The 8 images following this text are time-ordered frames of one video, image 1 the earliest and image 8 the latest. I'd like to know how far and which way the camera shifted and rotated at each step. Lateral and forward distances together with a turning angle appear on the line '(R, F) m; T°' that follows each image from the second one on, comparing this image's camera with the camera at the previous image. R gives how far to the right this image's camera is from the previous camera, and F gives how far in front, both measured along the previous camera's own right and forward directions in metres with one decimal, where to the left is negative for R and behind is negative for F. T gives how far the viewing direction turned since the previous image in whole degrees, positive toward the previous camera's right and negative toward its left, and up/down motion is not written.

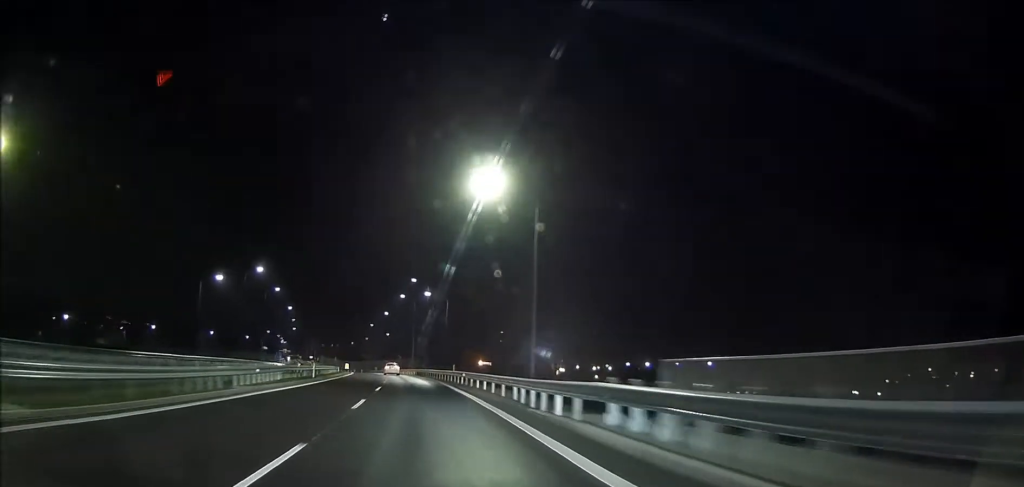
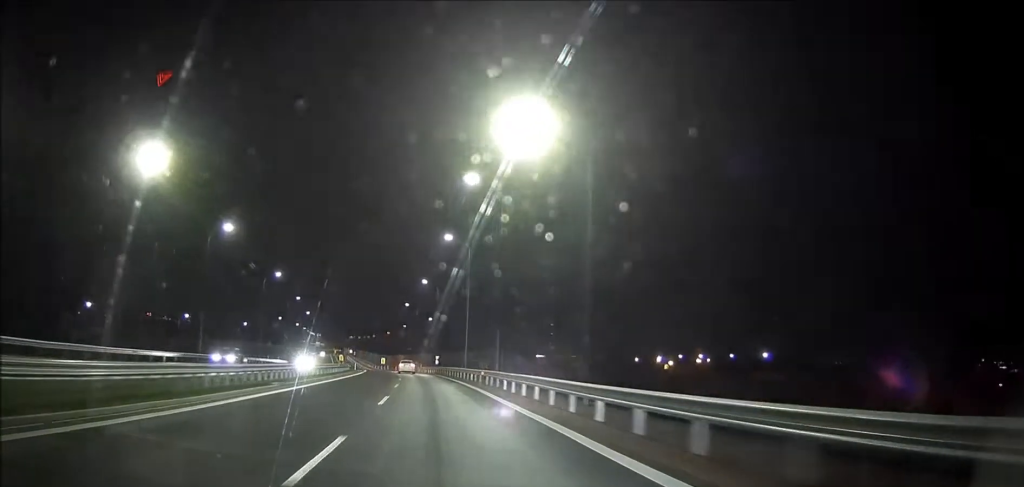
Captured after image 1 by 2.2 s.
(-1.0, +45.6) m; -1°
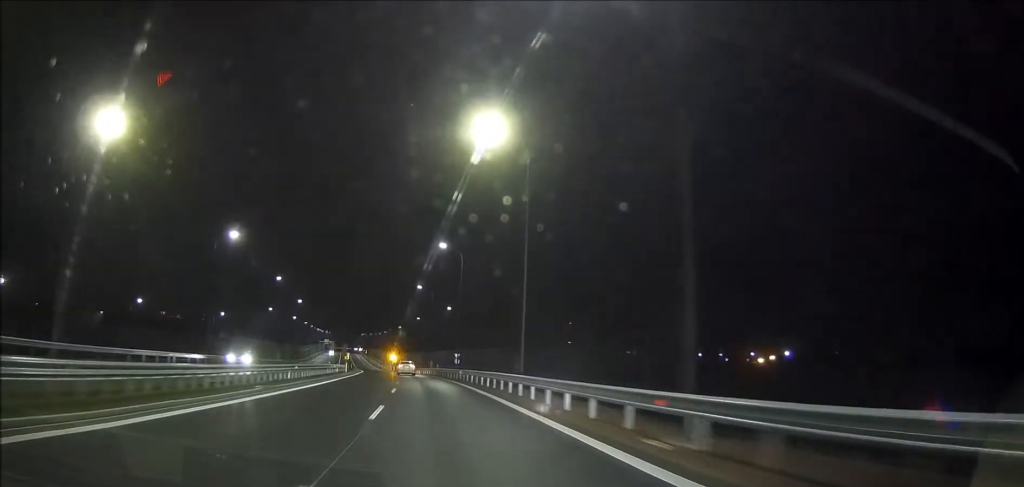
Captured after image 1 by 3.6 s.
(-0.3, +28.1) m; -4°
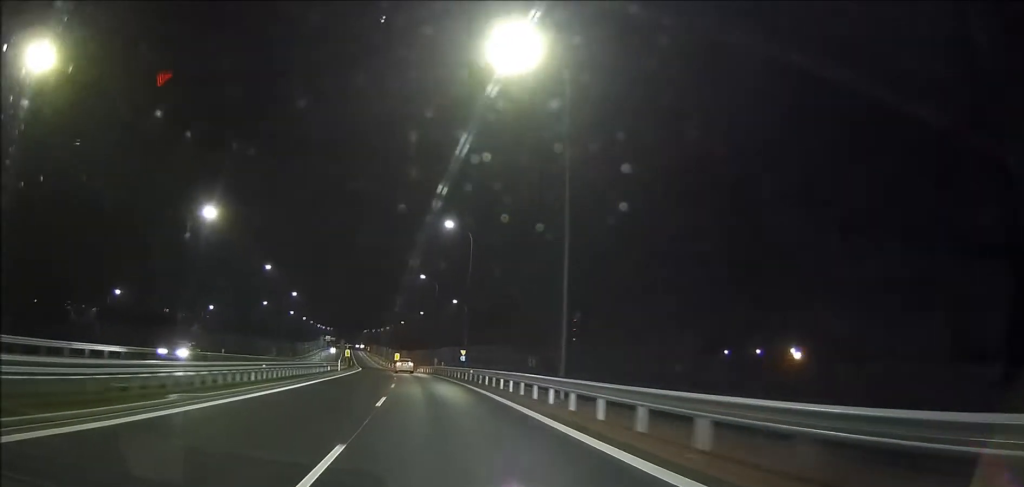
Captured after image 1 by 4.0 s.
(-0.5, +8.8) m; -1°
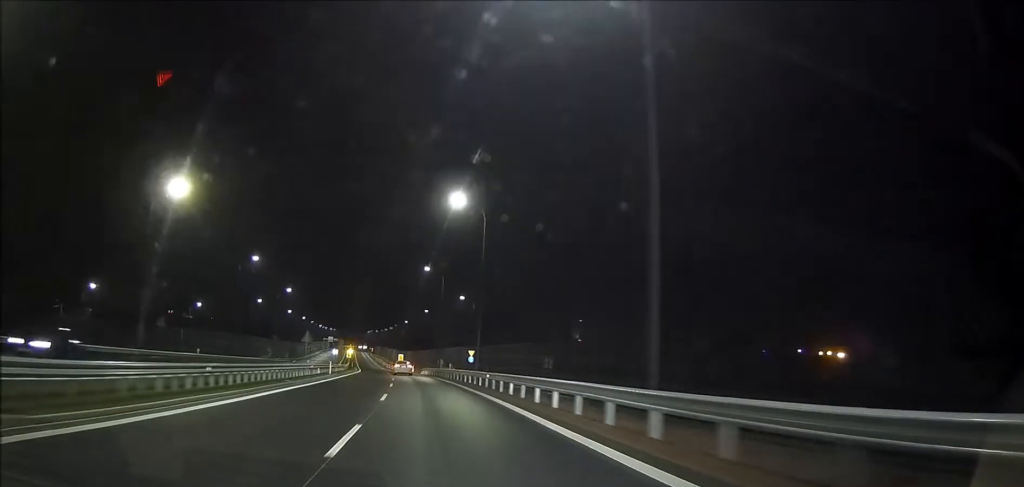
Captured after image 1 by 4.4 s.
(-0.2, +8.8) m; -1°
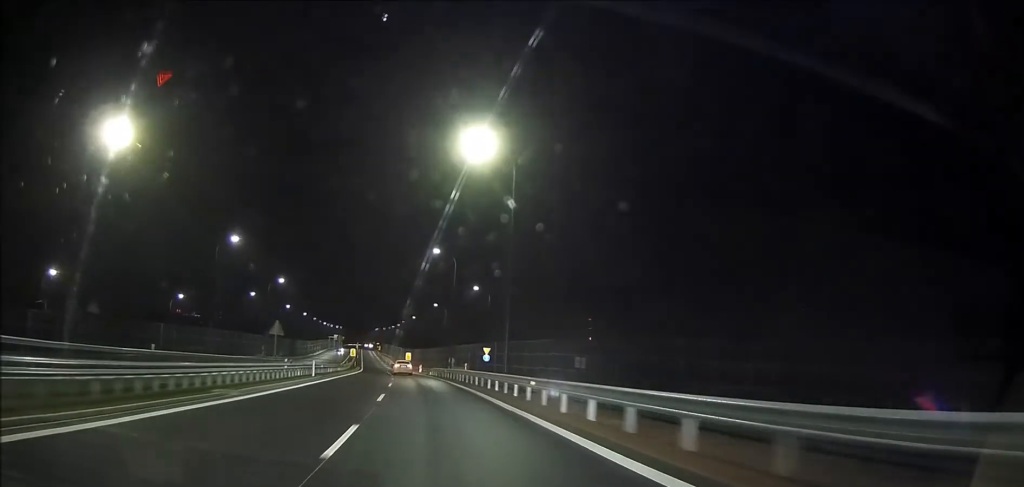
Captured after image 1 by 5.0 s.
(0.0, +12.2) m; 0°
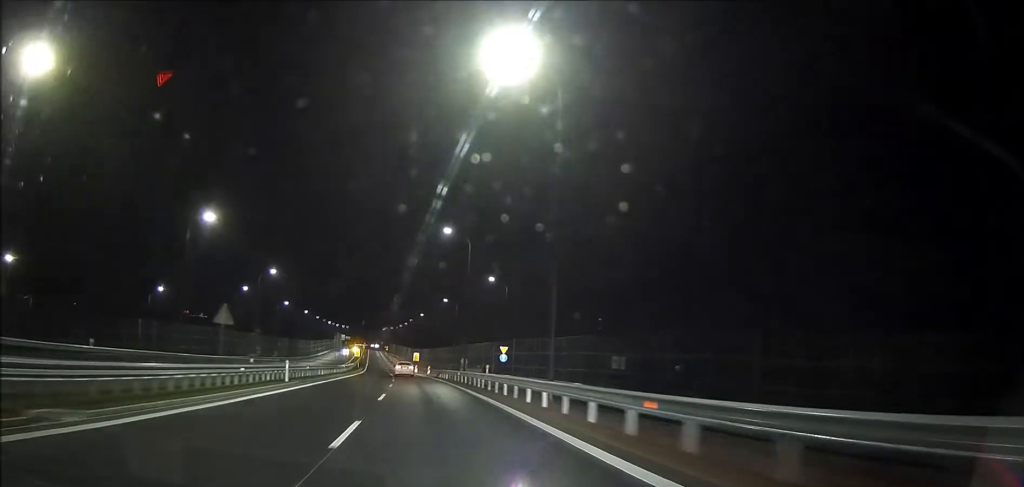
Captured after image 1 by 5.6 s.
(0.0, +10.8) m; 0°
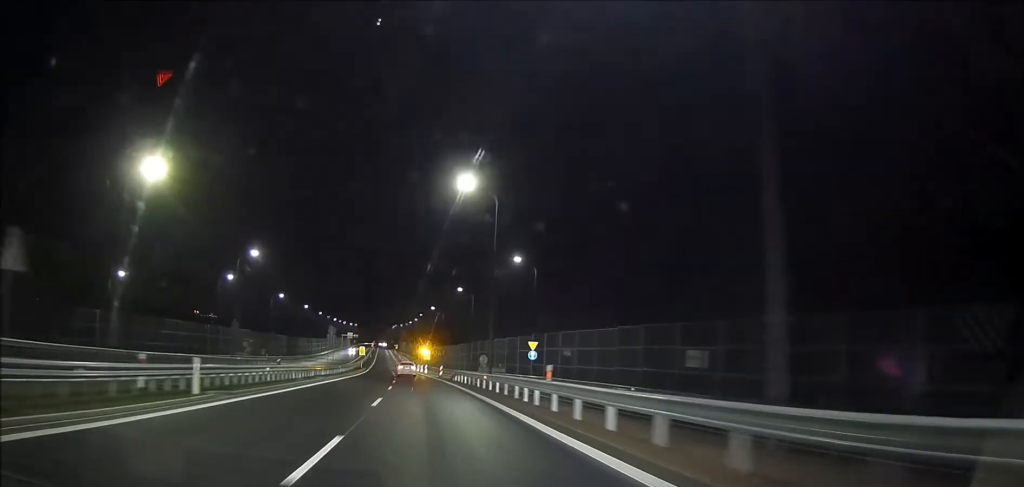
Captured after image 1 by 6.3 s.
(0.0, +14.9) m; 0°
